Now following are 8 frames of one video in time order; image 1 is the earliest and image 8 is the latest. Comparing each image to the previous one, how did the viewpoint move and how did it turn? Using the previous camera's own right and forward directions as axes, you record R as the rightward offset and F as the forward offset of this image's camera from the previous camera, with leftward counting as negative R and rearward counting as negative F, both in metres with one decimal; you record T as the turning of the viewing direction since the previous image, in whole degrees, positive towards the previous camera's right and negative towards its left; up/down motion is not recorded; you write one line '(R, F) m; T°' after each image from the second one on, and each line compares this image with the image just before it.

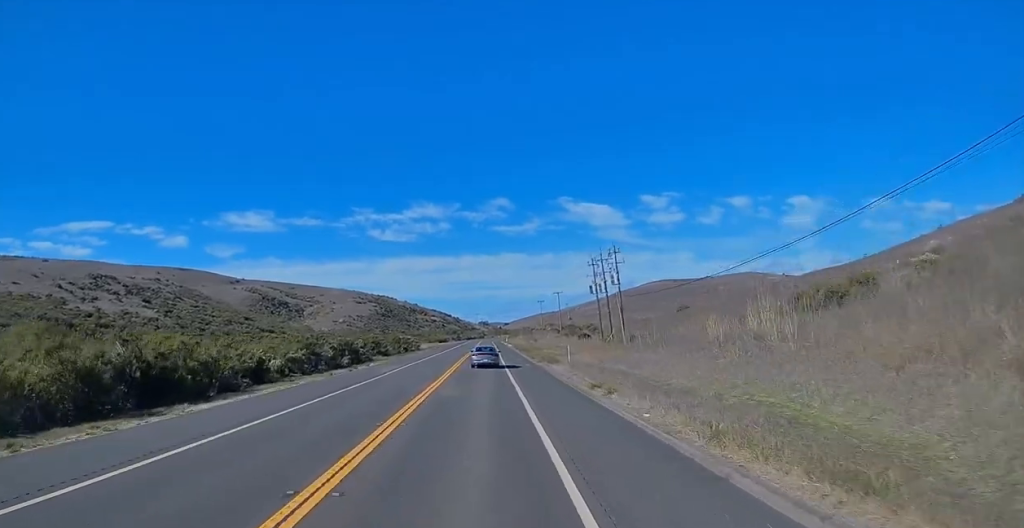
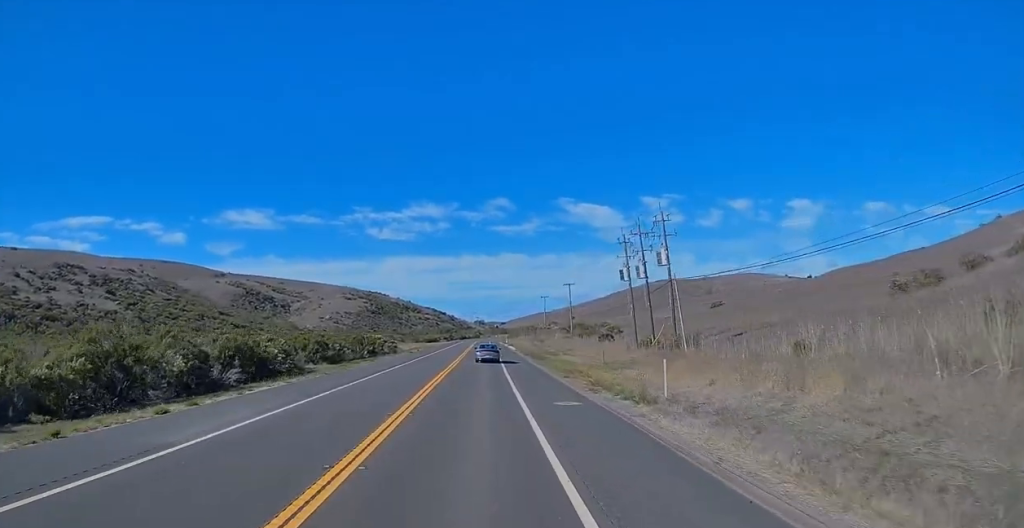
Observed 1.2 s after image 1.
(-0.5, +26.9) m; -1°
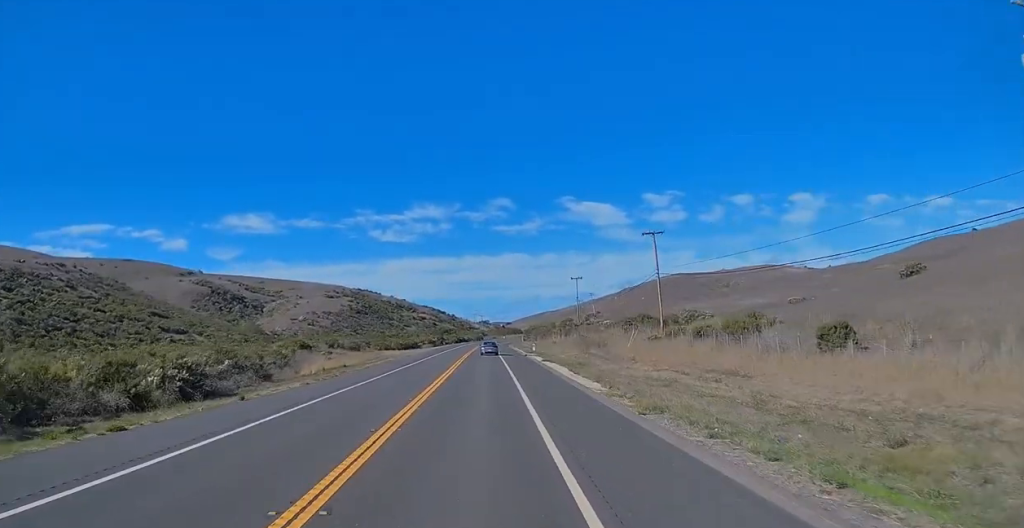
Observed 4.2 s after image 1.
(+0.5, +70.3) m; +1°
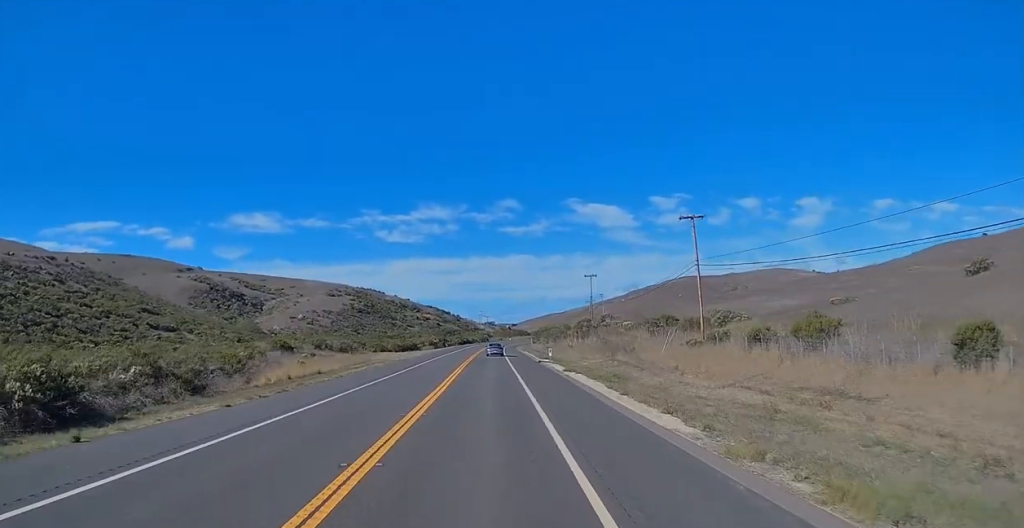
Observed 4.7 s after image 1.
(+0.2, +11.4) m; 0°
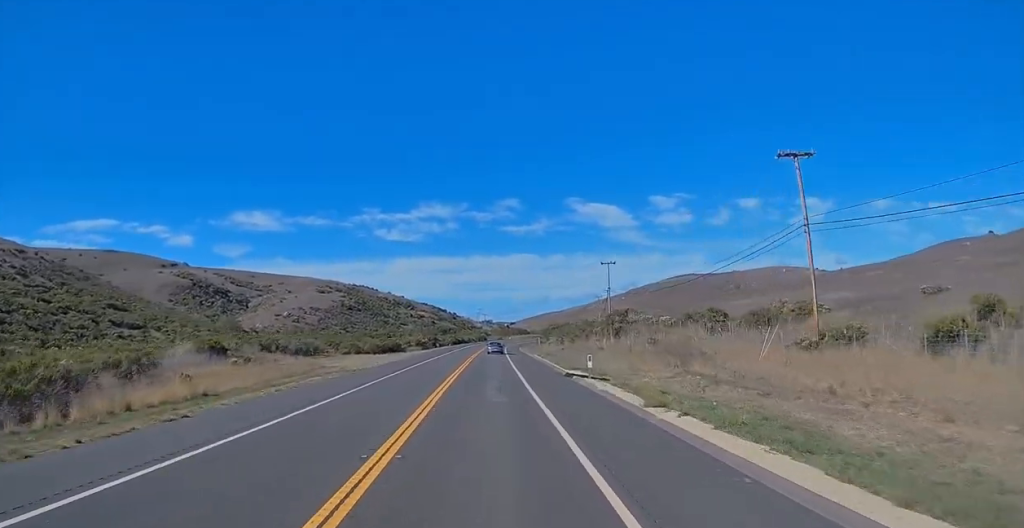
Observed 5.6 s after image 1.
(-0.2, +20.5) m; 0°
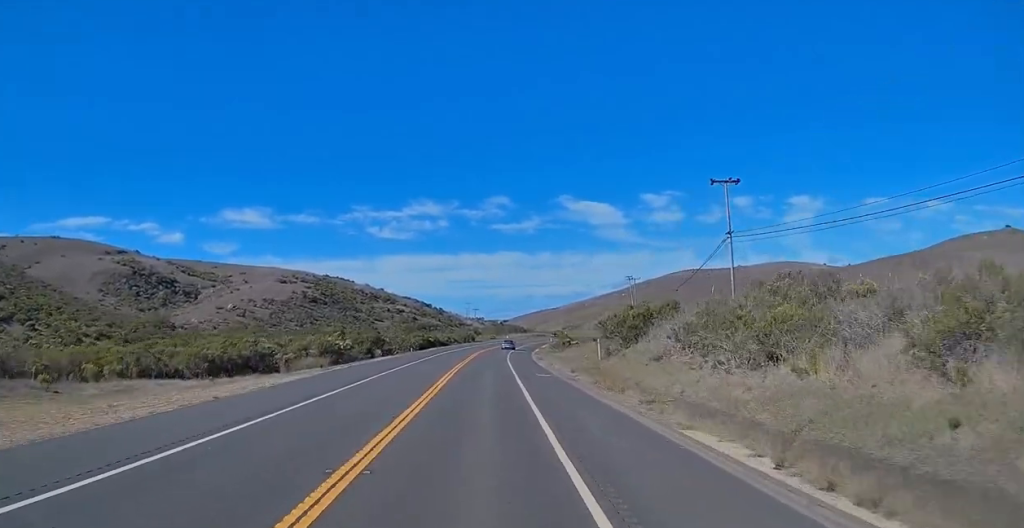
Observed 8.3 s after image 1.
(+0.4, +60.3) m; +1°
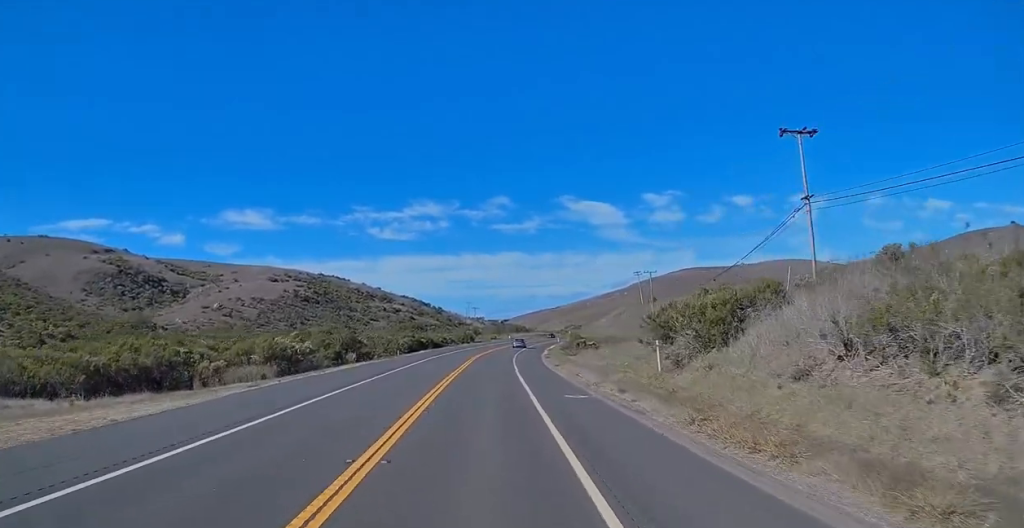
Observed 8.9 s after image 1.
(0.0, +14.9) m; 0°
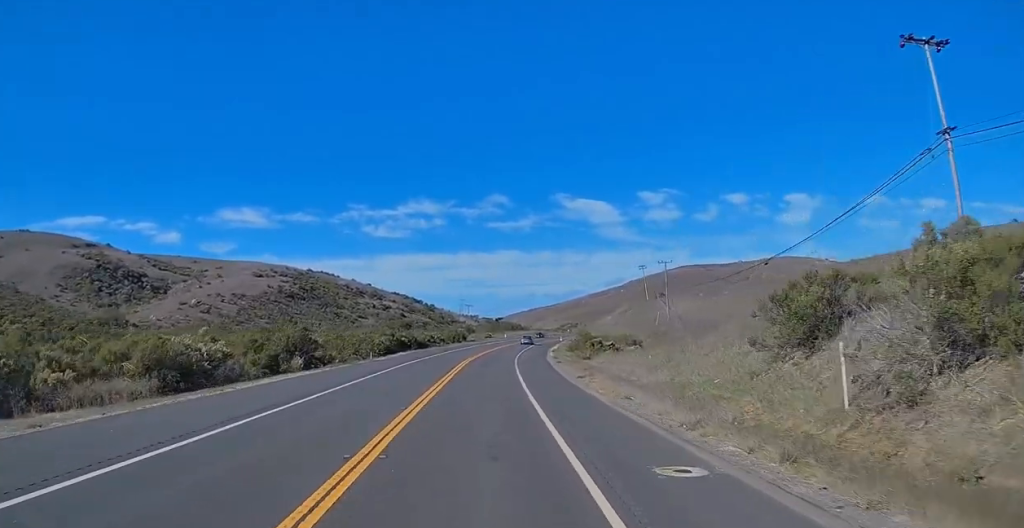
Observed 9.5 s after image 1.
(+0.1, +14.0) m; 0°
